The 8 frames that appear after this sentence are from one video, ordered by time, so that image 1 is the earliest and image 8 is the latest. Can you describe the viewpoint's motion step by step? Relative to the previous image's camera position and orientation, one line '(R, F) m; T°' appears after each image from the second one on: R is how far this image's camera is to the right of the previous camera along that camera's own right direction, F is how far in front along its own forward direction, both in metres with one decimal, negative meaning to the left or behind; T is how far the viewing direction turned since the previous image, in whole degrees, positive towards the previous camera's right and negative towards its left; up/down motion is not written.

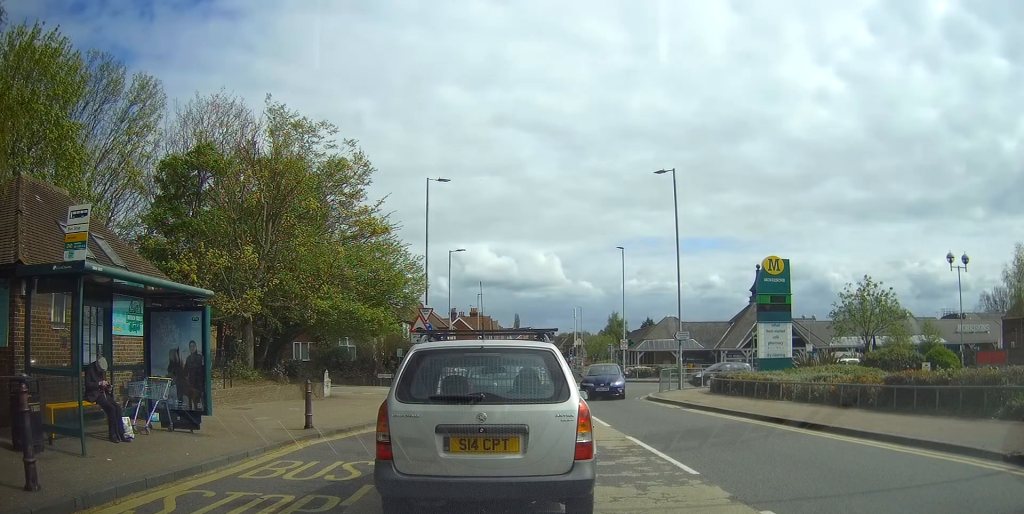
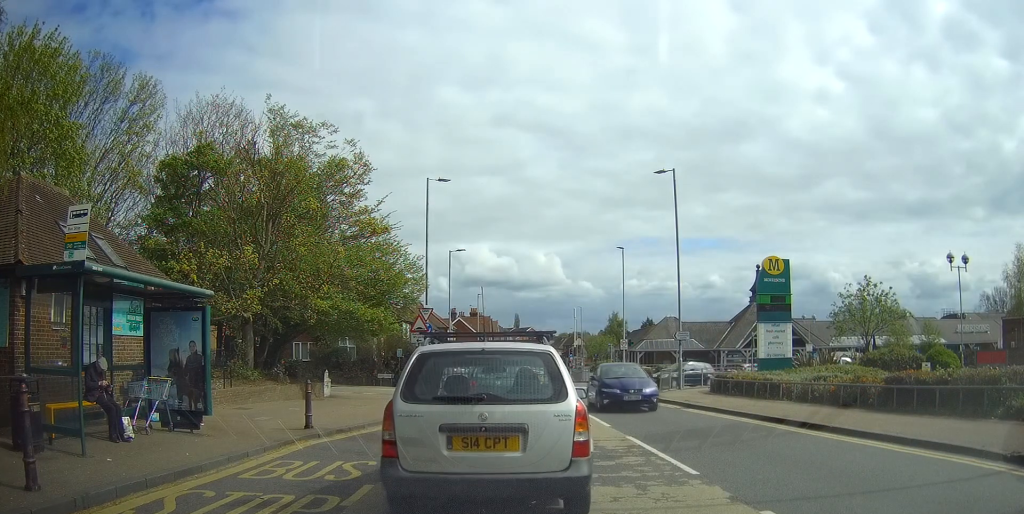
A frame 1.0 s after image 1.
(0.0, 0.0) m; 0°
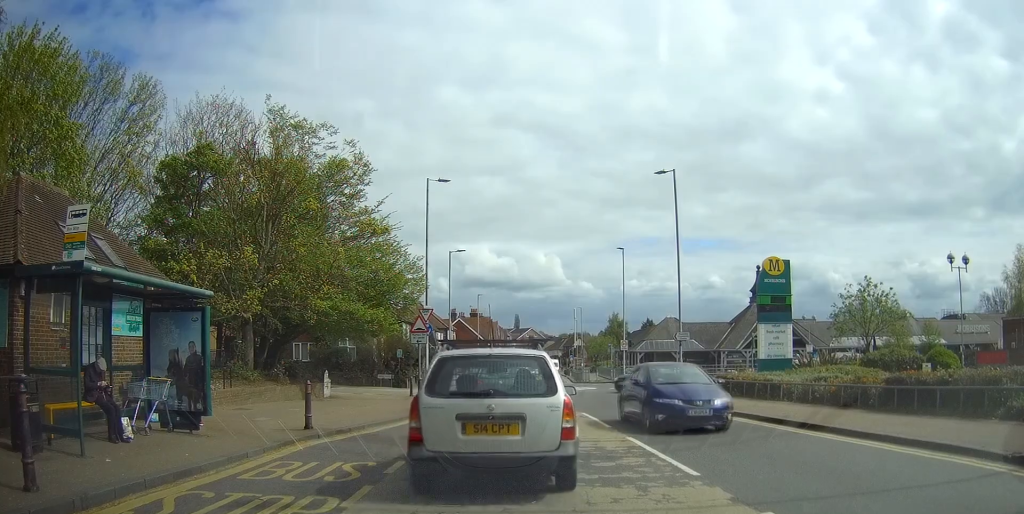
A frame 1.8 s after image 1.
(0.0, 0.0) m; 0°
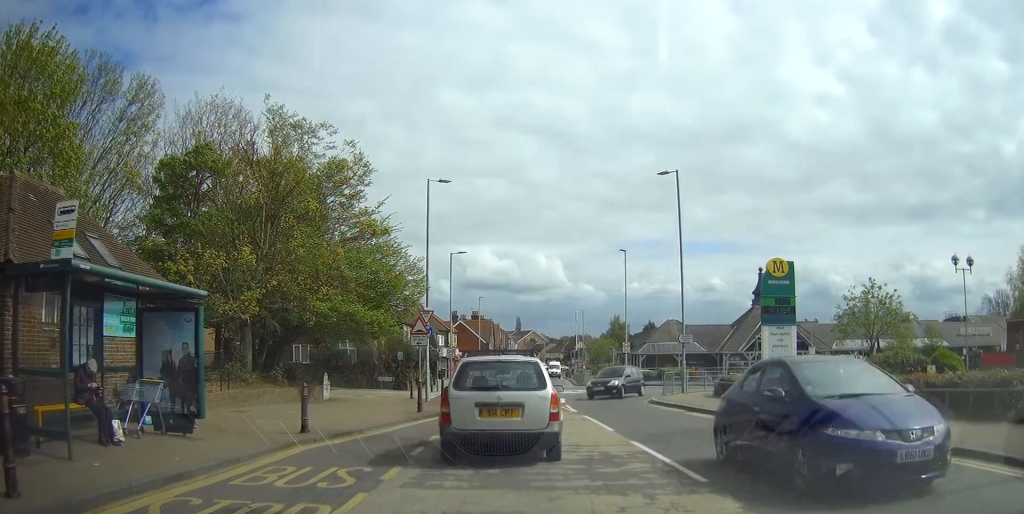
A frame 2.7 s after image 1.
(0.0, 0.0) m; 0°
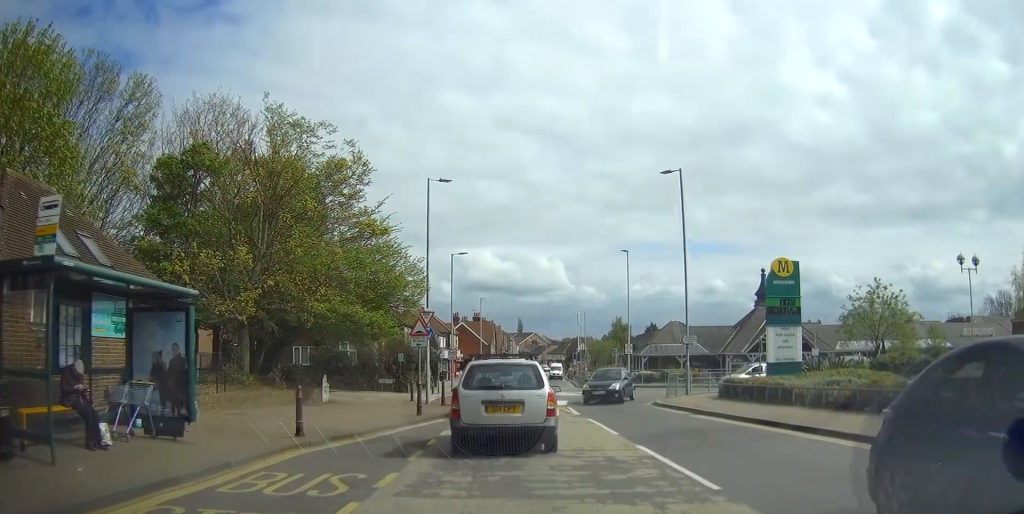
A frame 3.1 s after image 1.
(0.0, 0.0) m; 0°
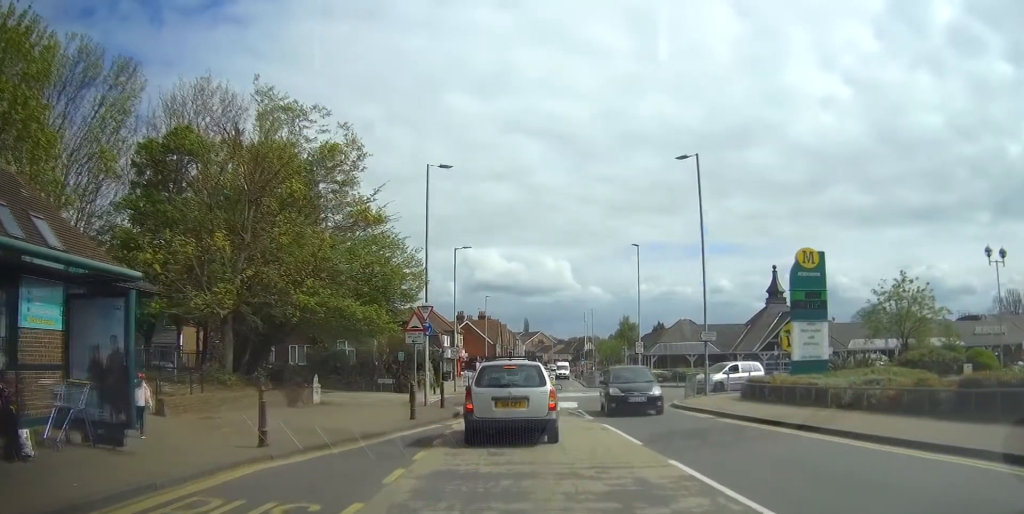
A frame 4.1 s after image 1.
(0.0, +1.0) m; -4°
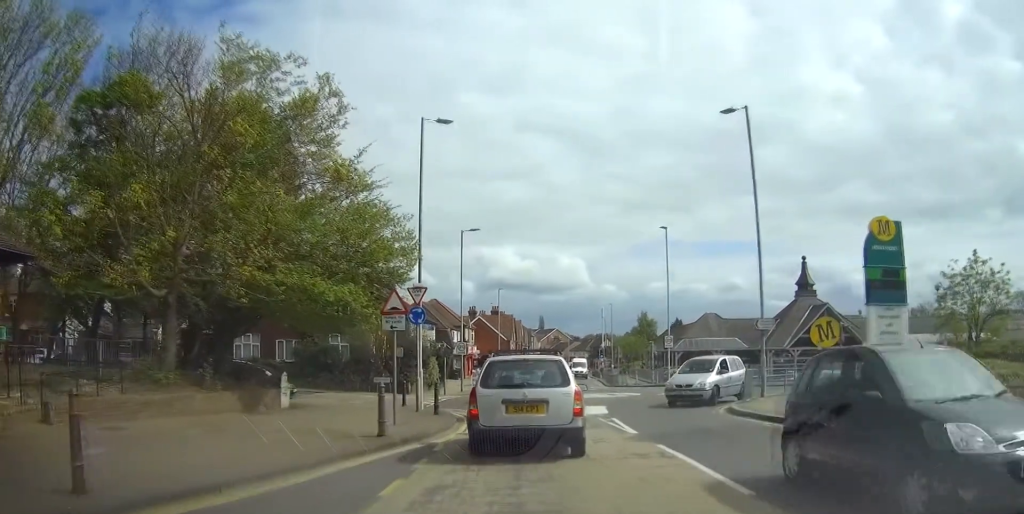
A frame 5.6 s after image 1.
(+0.1, +4.4) m; +1°
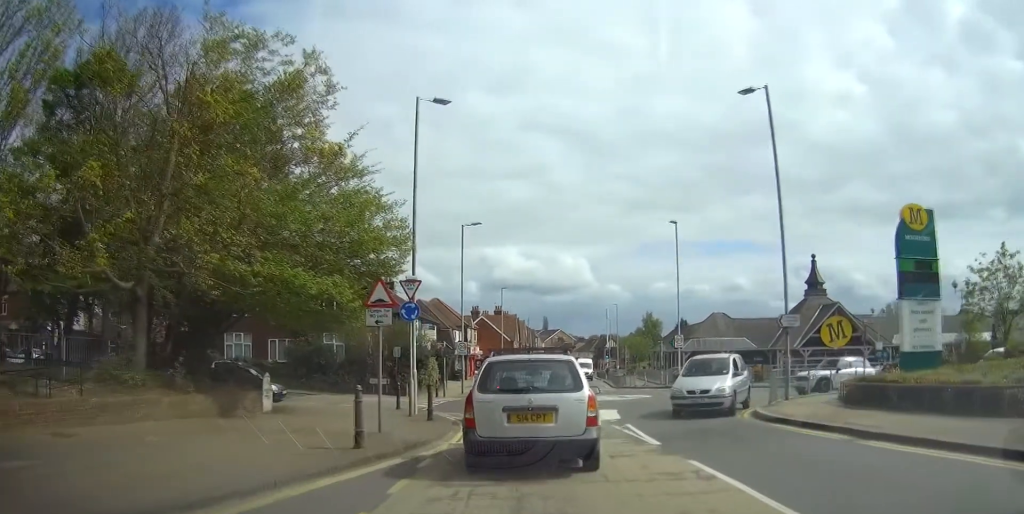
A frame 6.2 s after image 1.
(+0.1, +1.9) m; -1°
